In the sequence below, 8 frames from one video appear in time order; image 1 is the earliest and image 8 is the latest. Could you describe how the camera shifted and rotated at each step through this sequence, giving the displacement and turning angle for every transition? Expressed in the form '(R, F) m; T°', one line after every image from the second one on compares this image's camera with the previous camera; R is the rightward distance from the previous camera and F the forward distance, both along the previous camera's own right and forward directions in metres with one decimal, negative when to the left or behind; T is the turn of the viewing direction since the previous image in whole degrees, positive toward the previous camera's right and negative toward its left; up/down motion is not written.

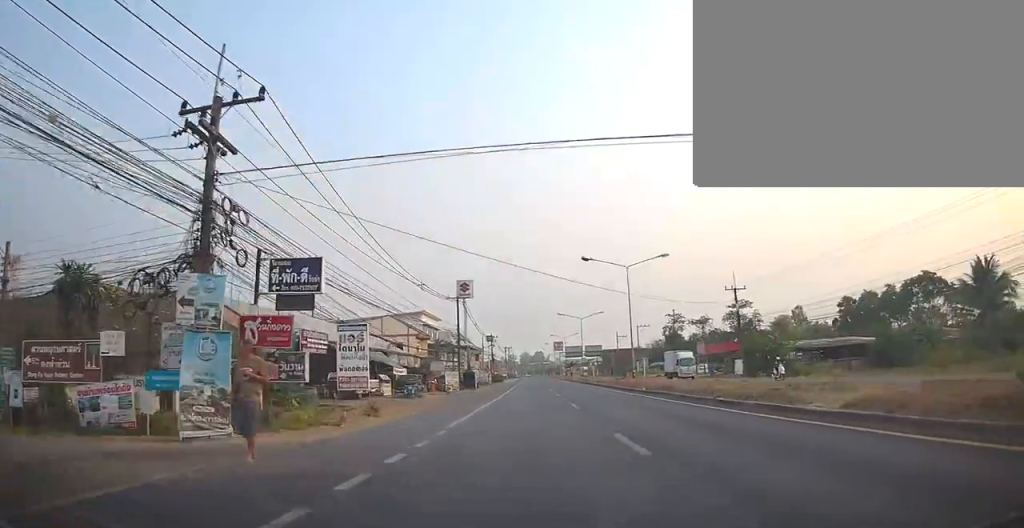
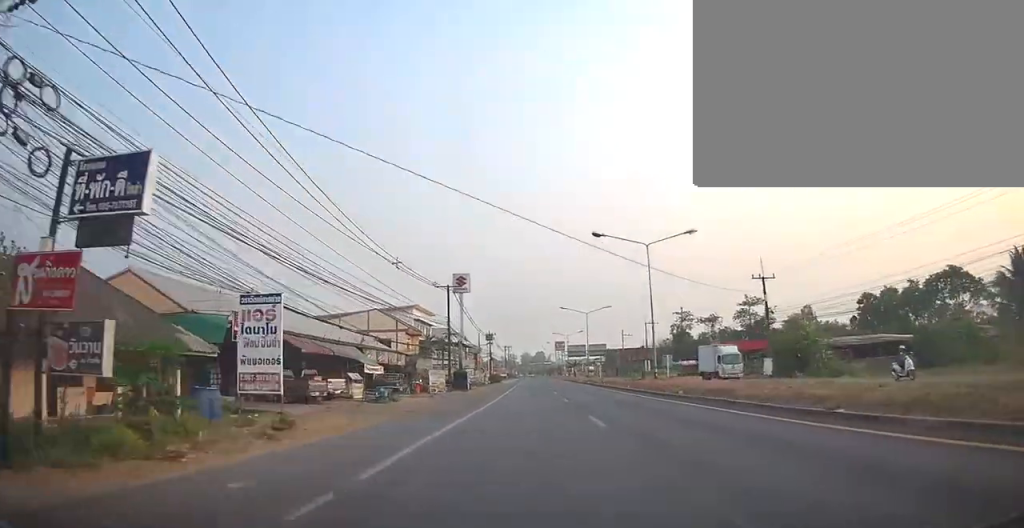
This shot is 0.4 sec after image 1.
(-0.1, +7.4) m; +1°
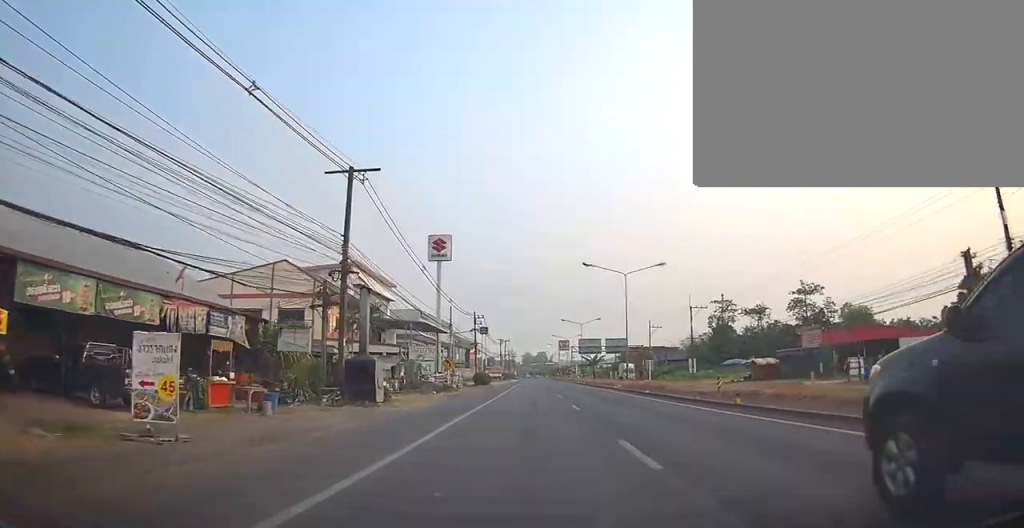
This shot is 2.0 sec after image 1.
(+0.7, +29.8) m; +1°
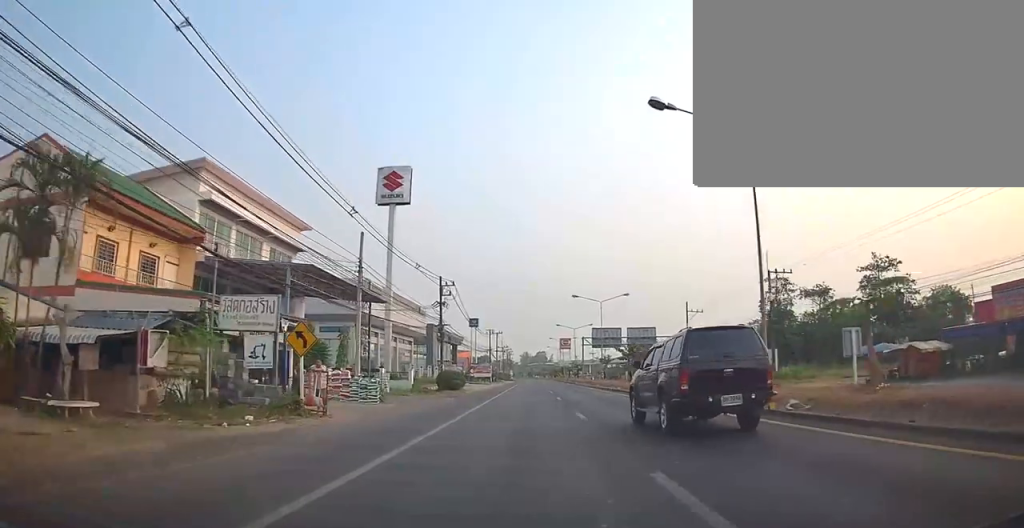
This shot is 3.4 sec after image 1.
(+0.1, +27.3) m; +2°
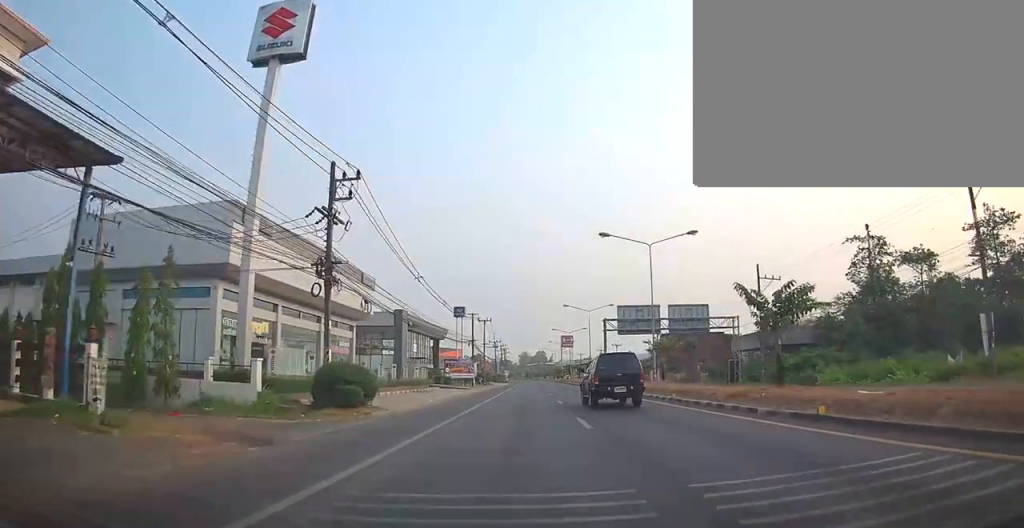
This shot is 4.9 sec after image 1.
(-0.1, +27.1) m; -2°
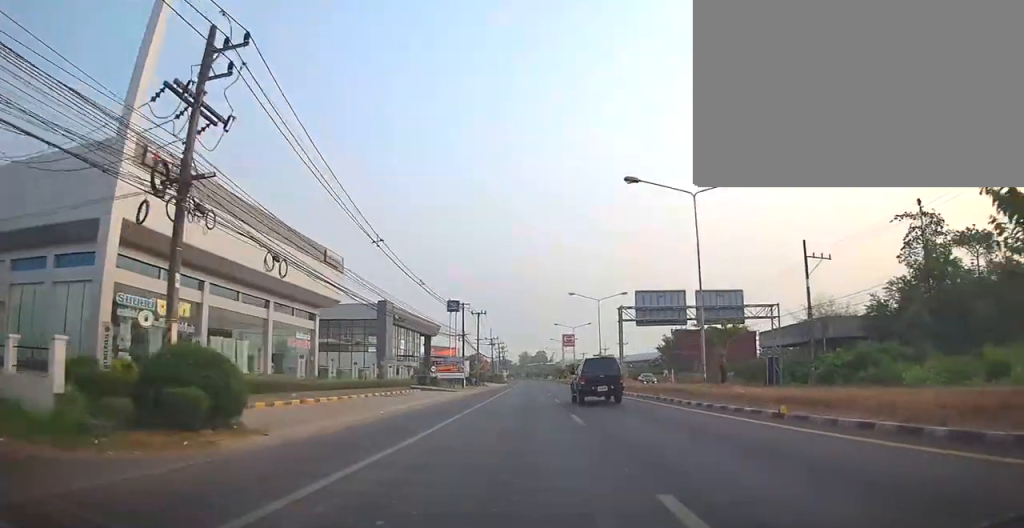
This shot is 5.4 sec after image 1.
(-0.5, +10.1) m; 0°
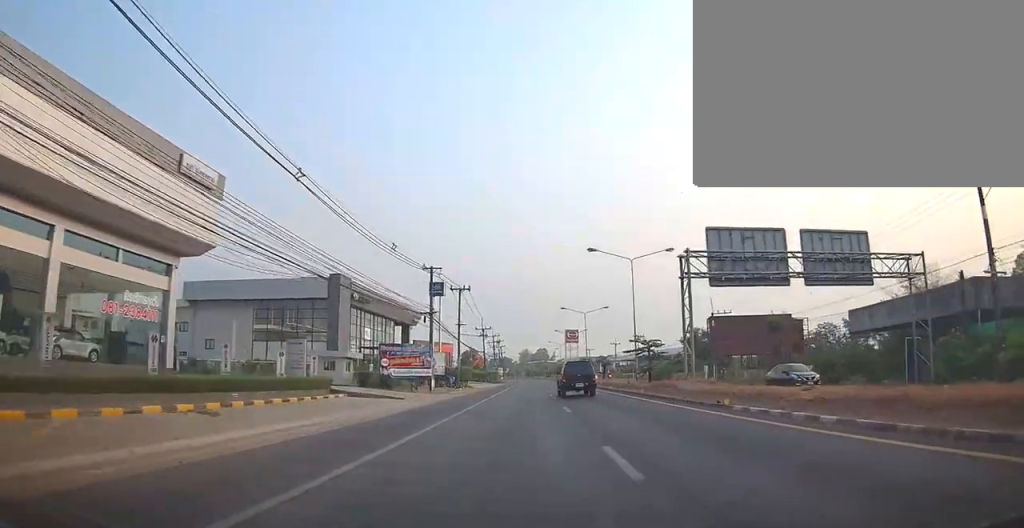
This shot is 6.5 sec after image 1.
(+0.5, +20.3) m; +2°
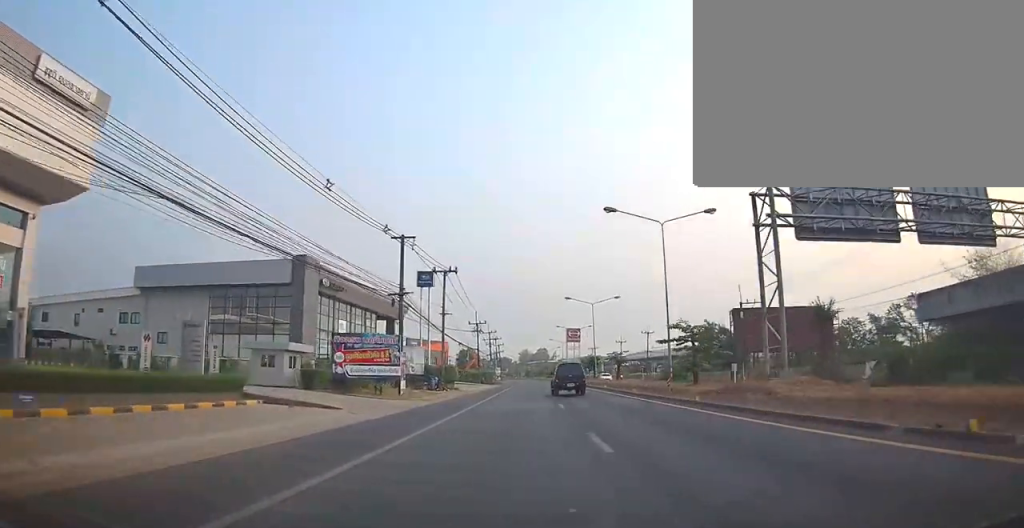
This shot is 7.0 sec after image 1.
(+0.1, +9.9) m; 0°
